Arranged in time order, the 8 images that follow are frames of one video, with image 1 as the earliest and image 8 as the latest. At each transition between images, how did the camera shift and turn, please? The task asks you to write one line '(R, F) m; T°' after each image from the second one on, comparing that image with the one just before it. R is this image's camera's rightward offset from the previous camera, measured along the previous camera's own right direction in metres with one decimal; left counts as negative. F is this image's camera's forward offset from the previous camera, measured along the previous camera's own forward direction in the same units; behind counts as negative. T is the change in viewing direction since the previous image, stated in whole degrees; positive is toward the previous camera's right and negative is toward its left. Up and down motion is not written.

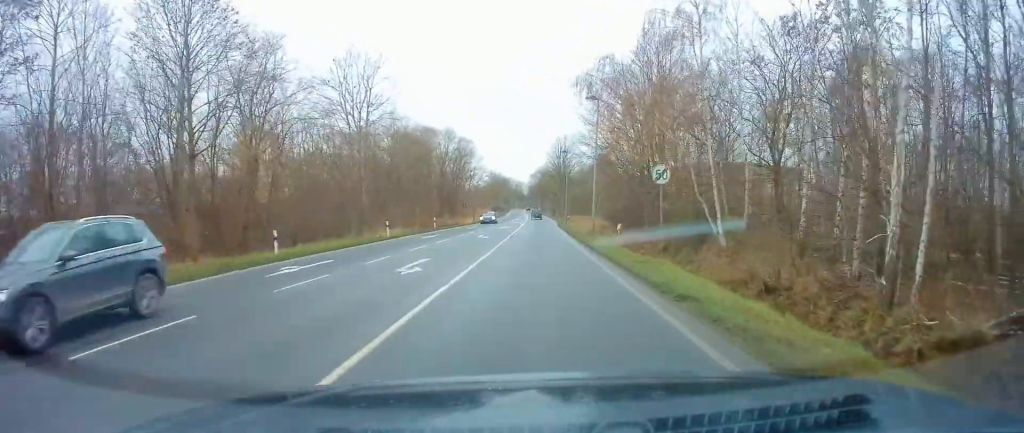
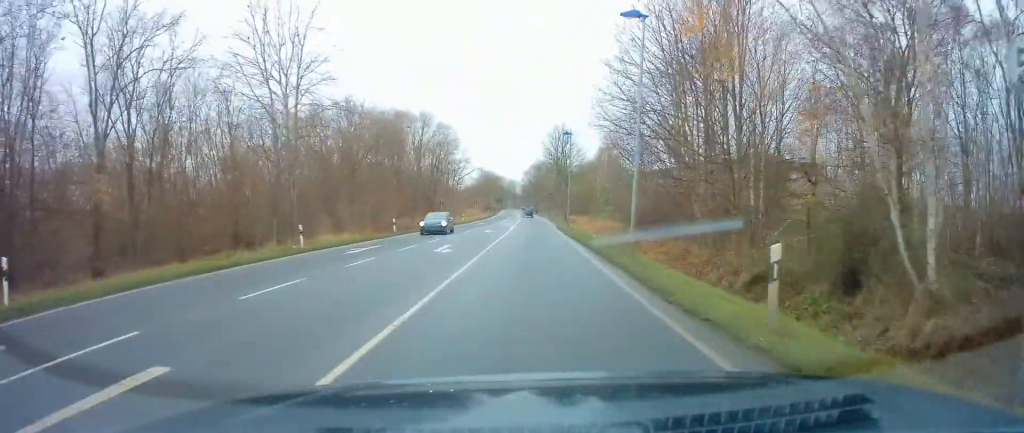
(-0.1, +13.6) m; 0°
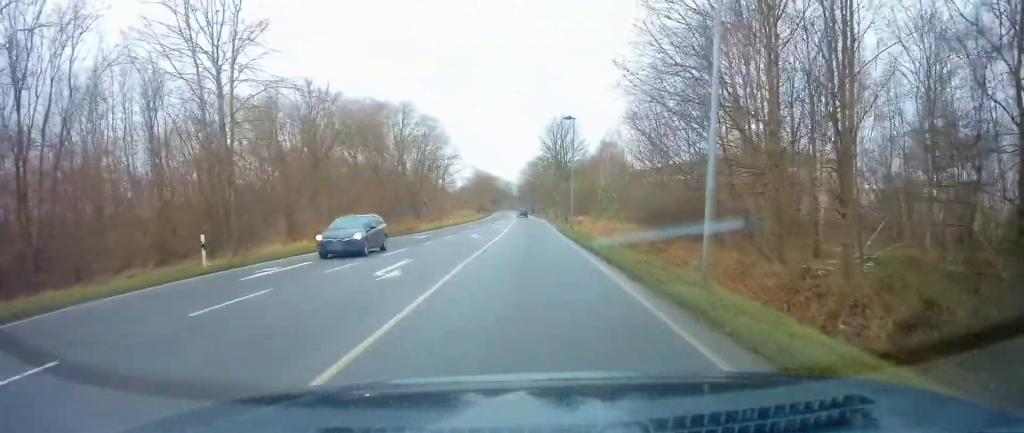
(0.0, +7.7) m; 0°
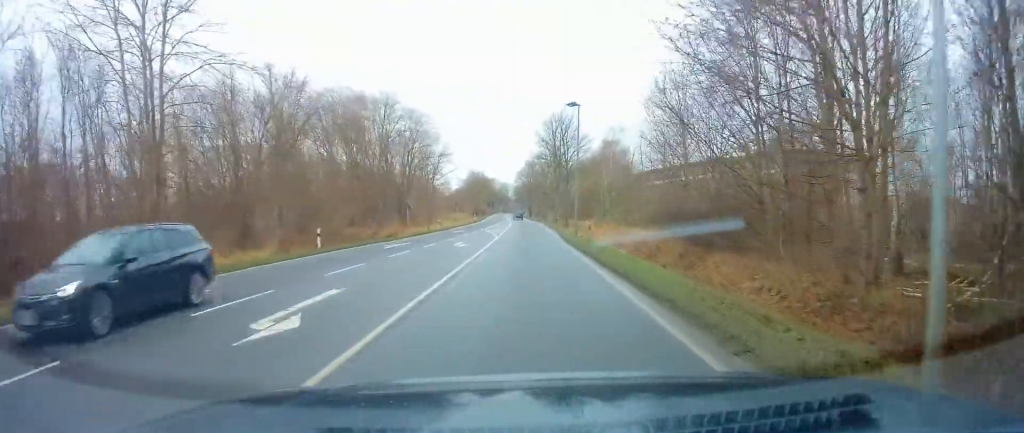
(0.0, +5.9) m; 0°
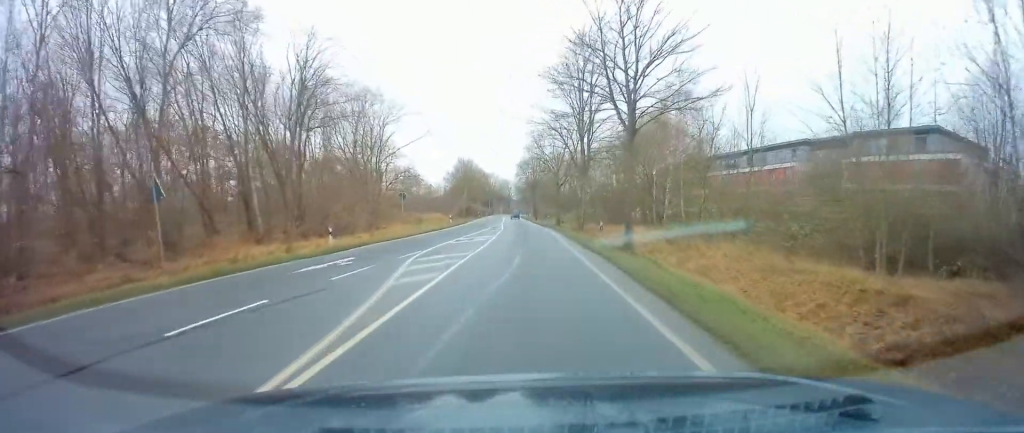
(-0.7, +32.3) m; -1°
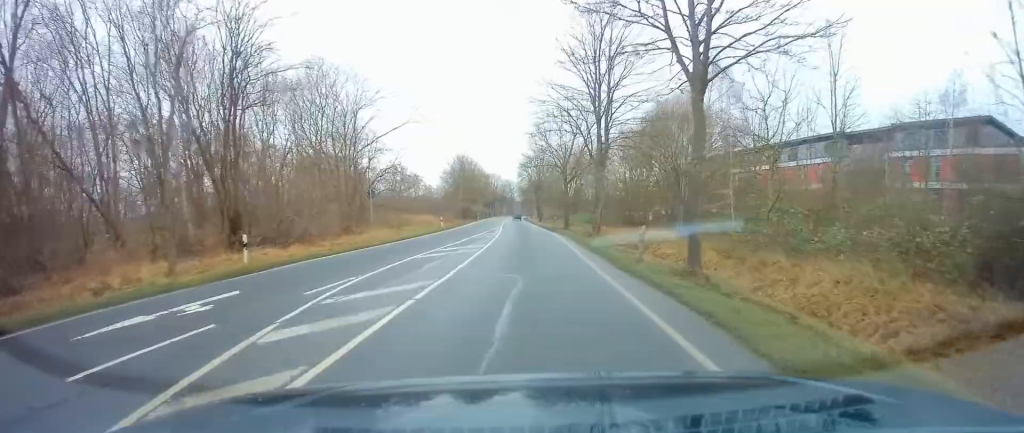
(+0.3, +8.4) m; 0°
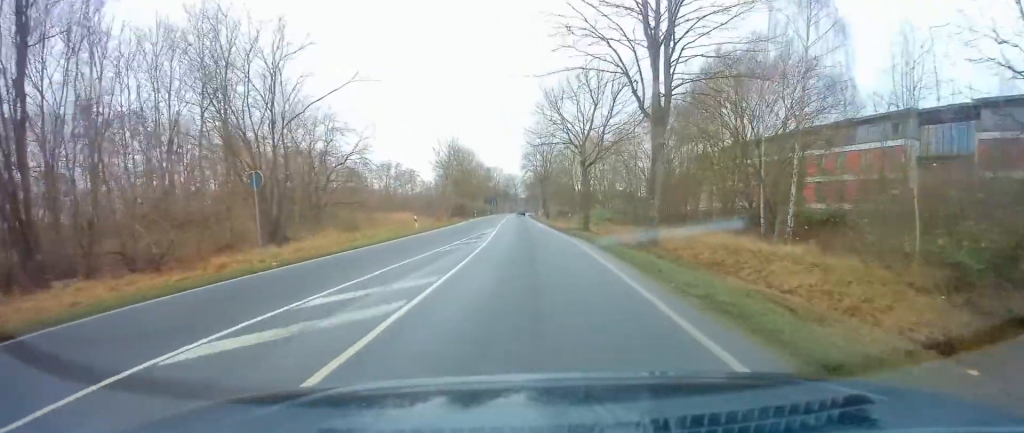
(-0.1, +13.8) m; -1°
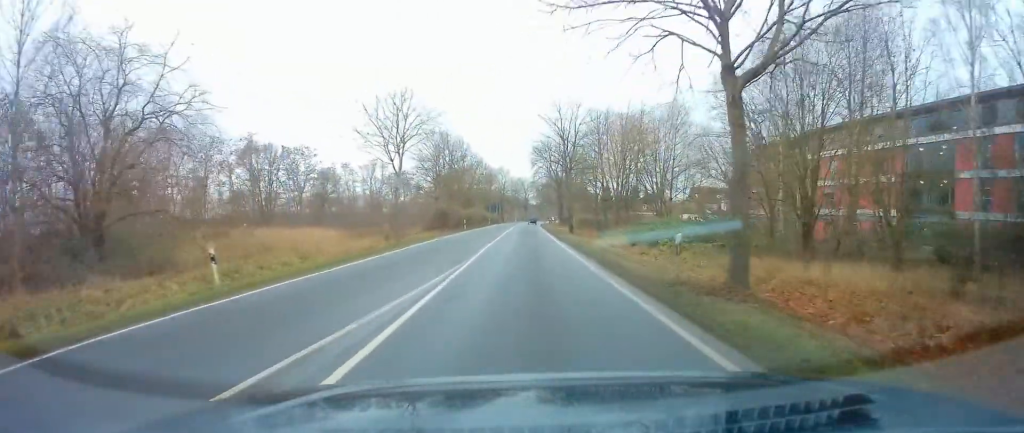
(-0.3, +26.8) m; -1°
